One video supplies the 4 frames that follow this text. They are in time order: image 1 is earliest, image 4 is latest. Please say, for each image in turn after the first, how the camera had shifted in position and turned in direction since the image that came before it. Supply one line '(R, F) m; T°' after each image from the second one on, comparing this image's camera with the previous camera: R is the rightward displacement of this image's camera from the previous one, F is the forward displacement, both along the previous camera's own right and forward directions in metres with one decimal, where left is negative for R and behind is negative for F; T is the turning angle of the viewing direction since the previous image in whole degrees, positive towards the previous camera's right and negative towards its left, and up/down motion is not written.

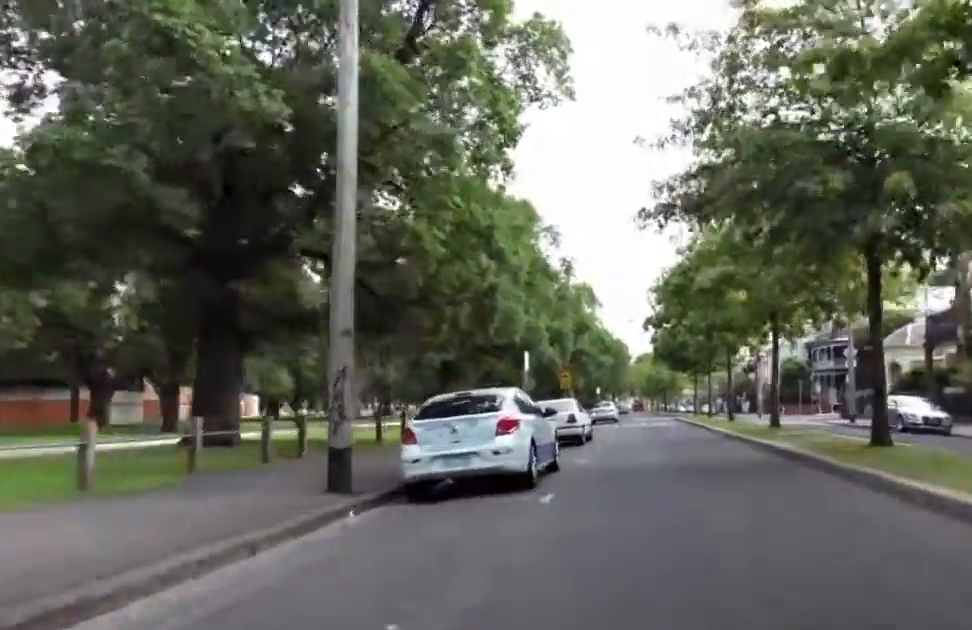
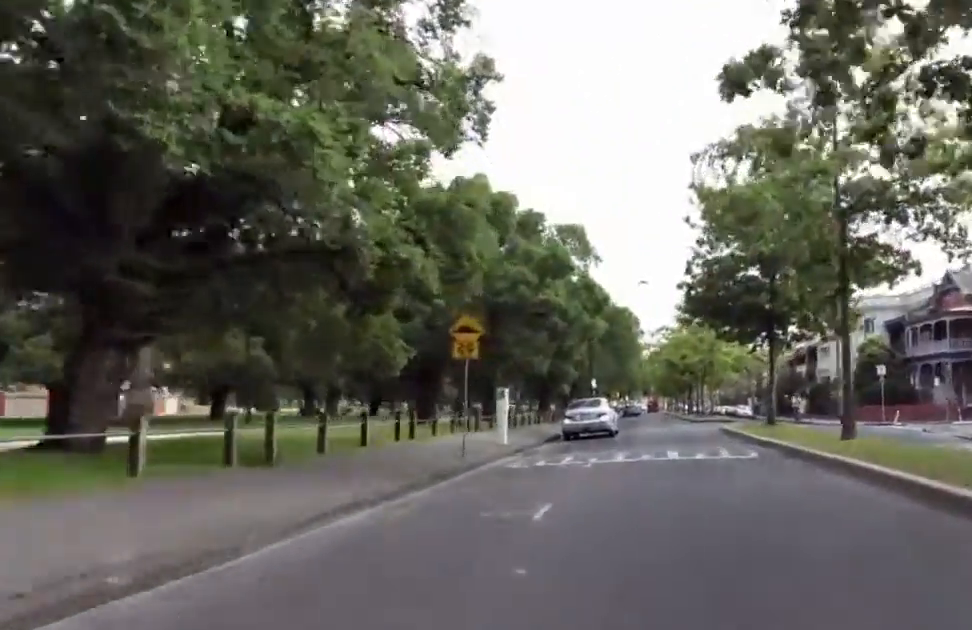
(+2.4, +25.5) m; +9°
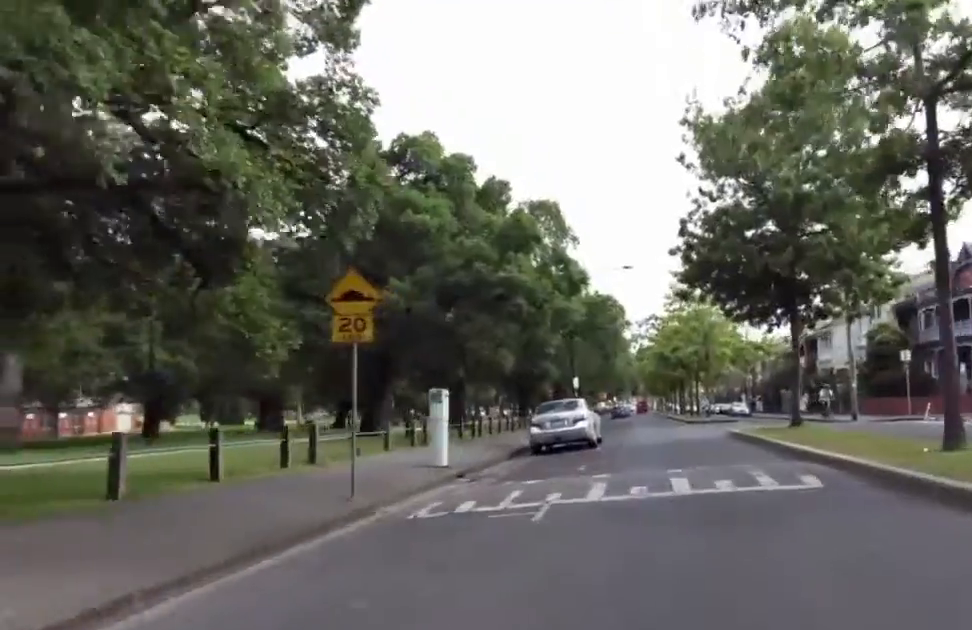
(+0.8, +5.5) m; 0°
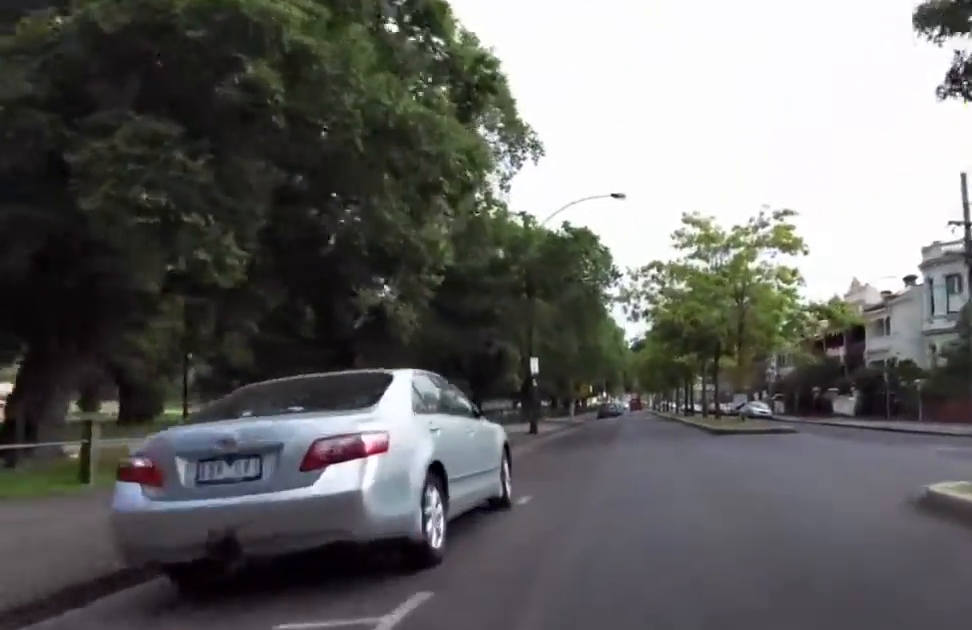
(+0.1, +16.0) m; 0°
